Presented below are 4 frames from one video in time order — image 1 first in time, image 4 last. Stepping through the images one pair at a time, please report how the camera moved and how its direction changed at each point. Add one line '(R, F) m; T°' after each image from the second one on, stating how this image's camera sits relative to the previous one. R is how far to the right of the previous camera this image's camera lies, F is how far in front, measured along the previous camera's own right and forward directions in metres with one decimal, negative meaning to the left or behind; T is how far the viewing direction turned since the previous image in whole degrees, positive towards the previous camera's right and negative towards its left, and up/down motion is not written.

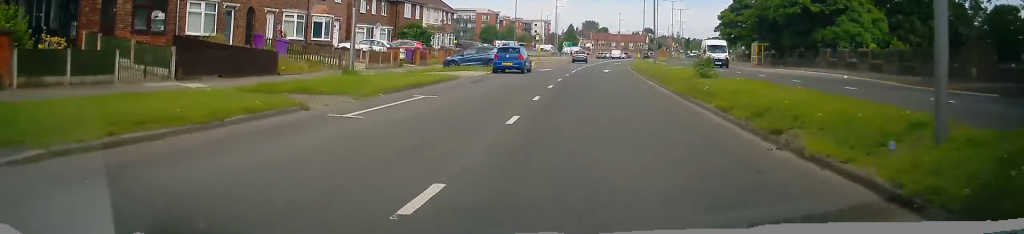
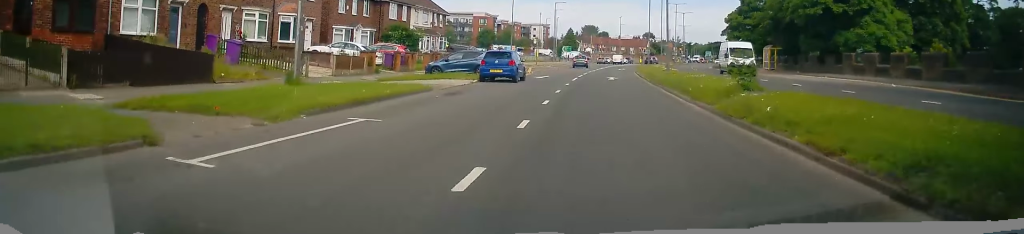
(-0.1, +4.7) m; +1°
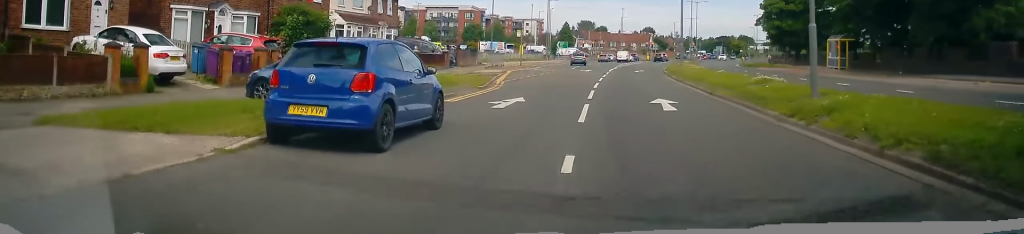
(+0.7, +19.2) m; +4°
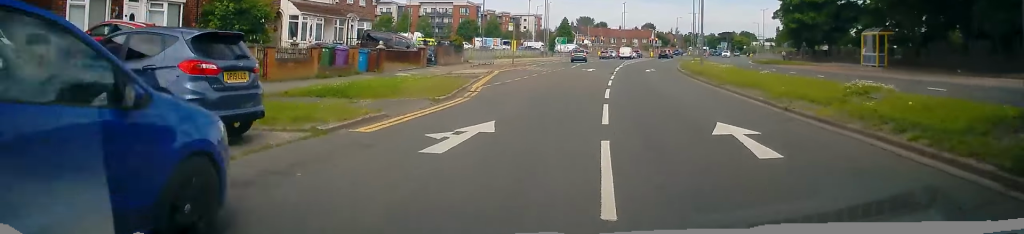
(+0.2, +6.9) m; 0°
